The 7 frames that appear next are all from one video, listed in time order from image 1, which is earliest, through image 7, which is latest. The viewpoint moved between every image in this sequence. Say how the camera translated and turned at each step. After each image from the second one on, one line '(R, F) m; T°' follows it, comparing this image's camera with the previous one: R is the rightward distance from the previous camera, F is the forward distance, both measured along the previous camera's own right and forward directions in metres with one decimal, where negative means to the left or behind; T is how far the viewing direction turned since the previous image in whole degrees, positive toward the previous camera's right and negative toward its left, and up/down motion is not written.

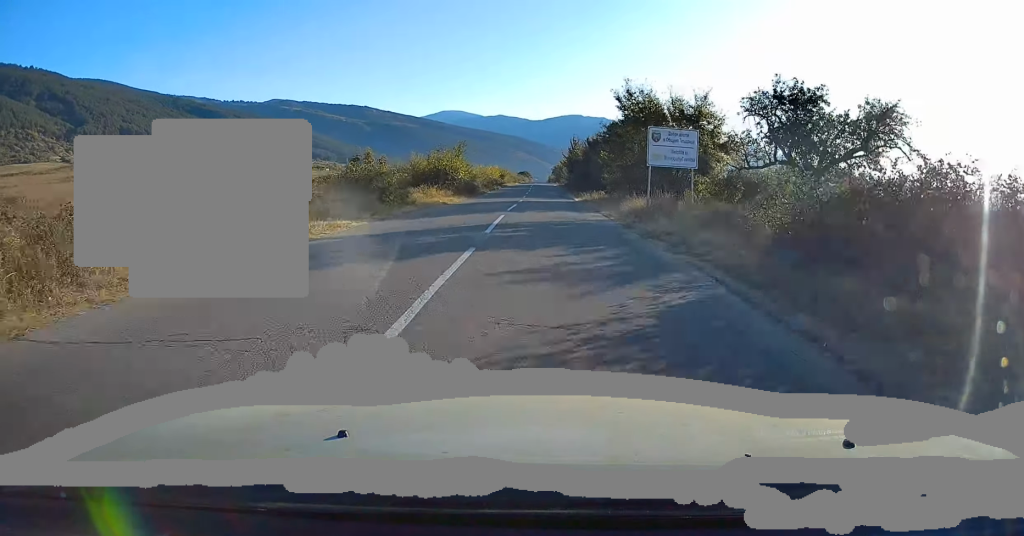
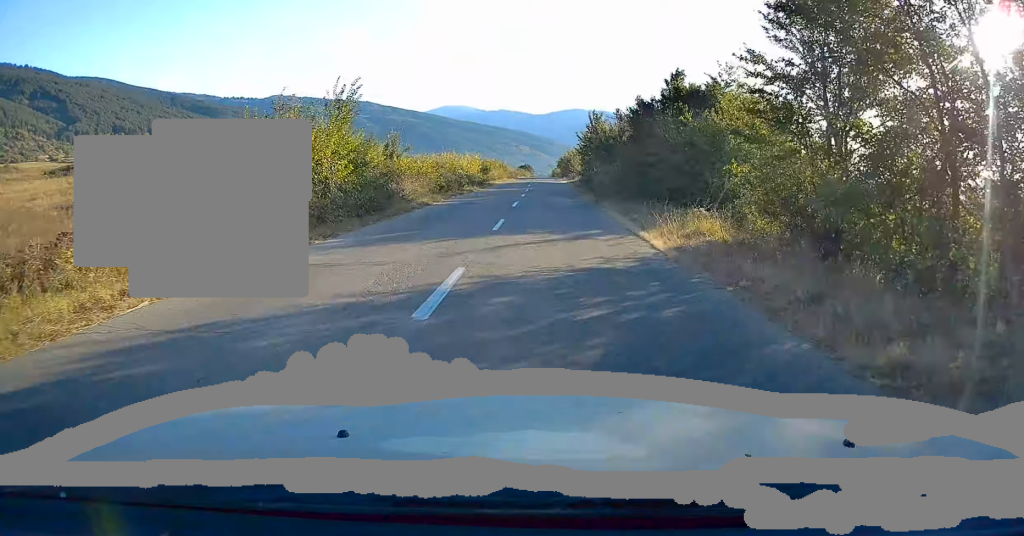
(+0.5, +27.1) m; 0°
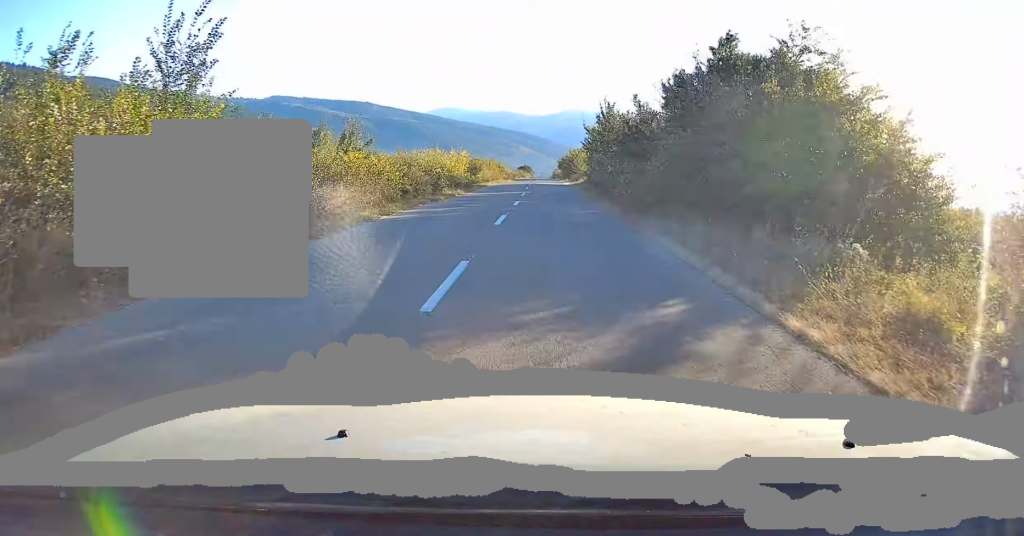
(+0.1, +8.6) m; 0°
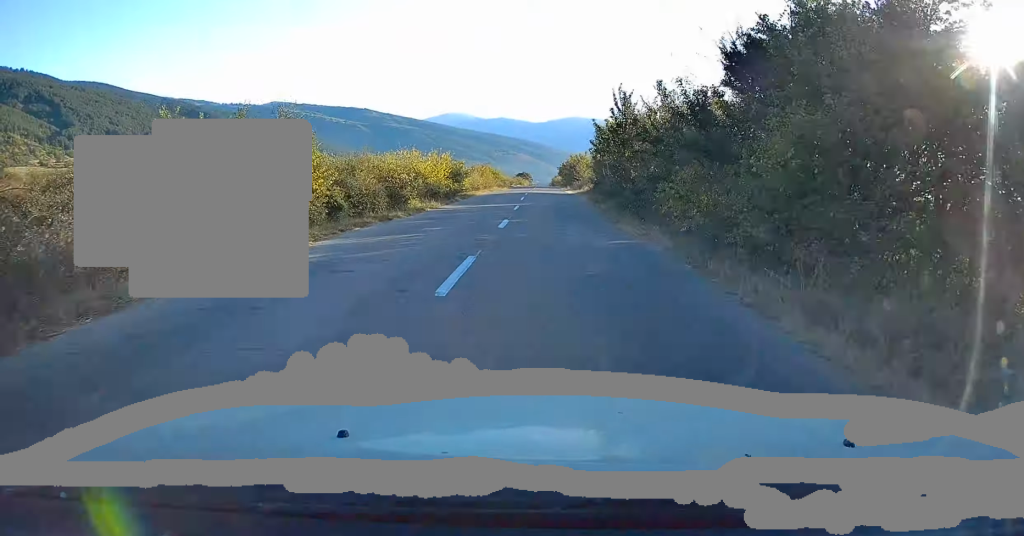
(-0.2, +8.1) m; 0°
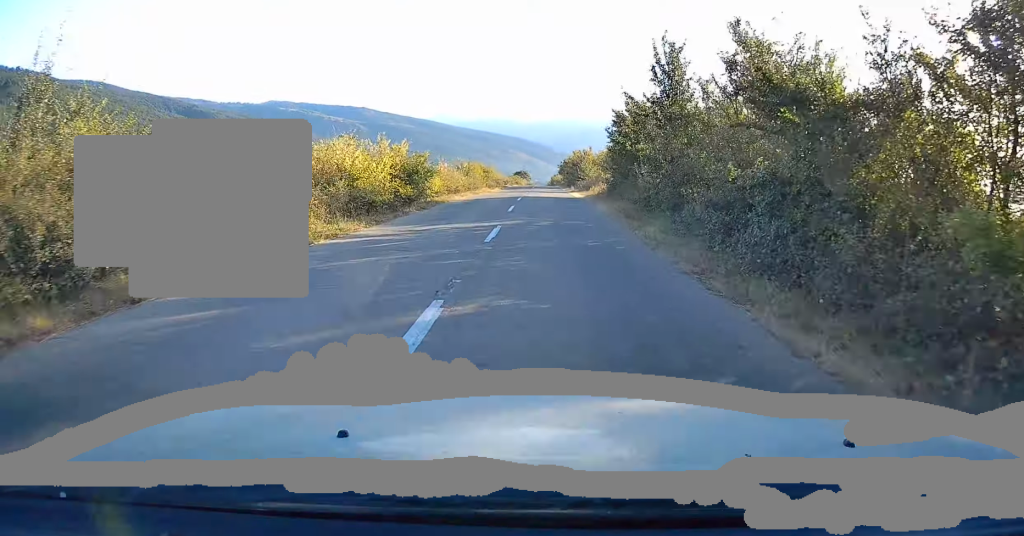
(-0.2, +12.1) m; 0°
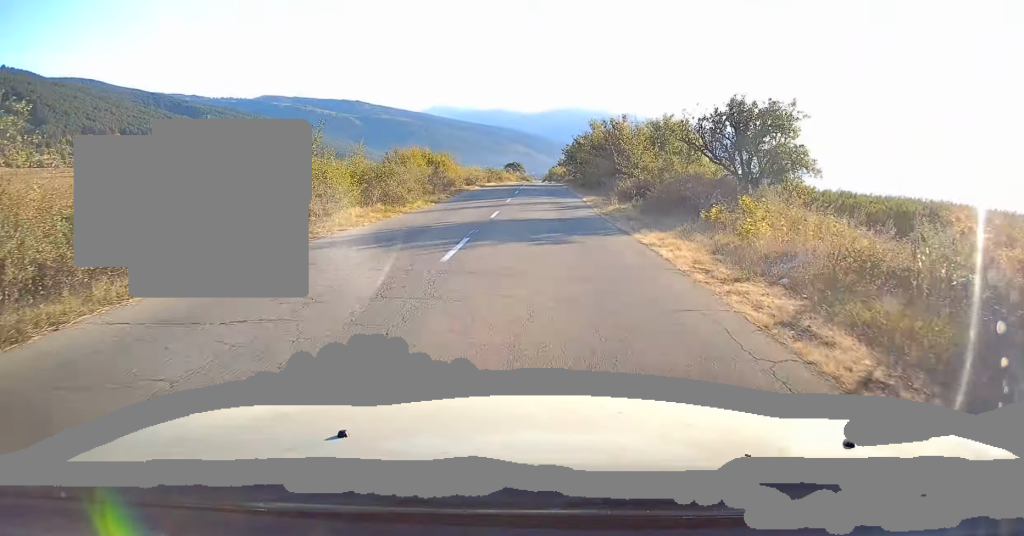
(+0.2, +39.9) m; 0°
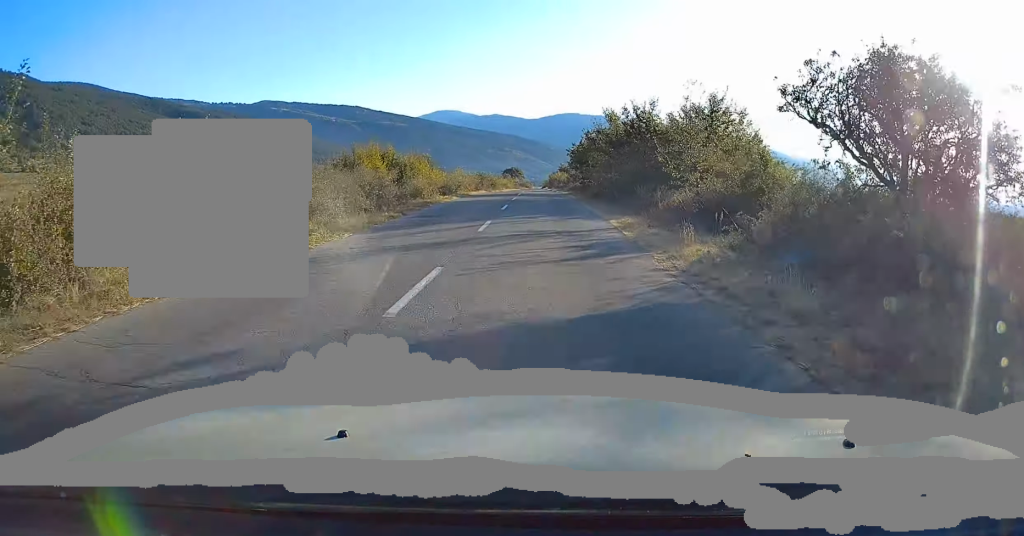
(+0.2, +12.0) m; +1°
